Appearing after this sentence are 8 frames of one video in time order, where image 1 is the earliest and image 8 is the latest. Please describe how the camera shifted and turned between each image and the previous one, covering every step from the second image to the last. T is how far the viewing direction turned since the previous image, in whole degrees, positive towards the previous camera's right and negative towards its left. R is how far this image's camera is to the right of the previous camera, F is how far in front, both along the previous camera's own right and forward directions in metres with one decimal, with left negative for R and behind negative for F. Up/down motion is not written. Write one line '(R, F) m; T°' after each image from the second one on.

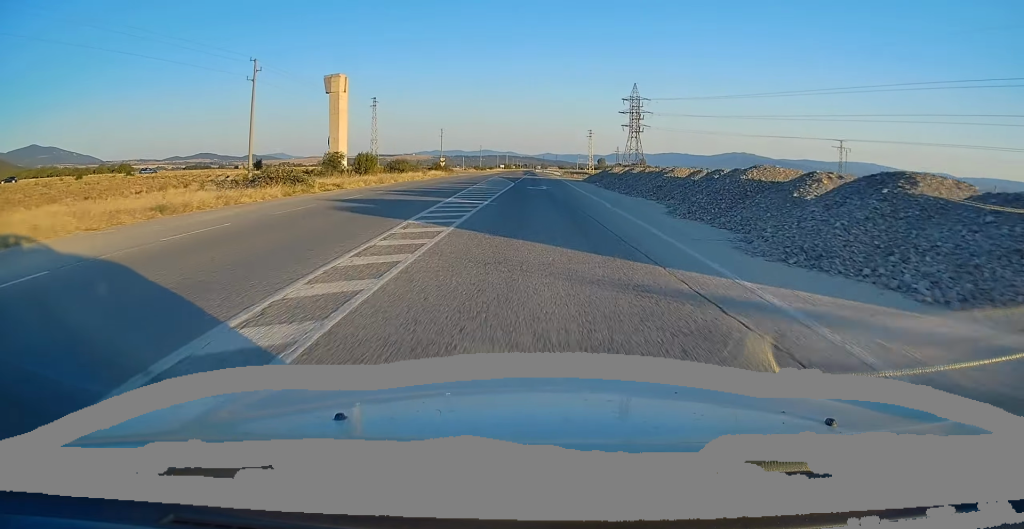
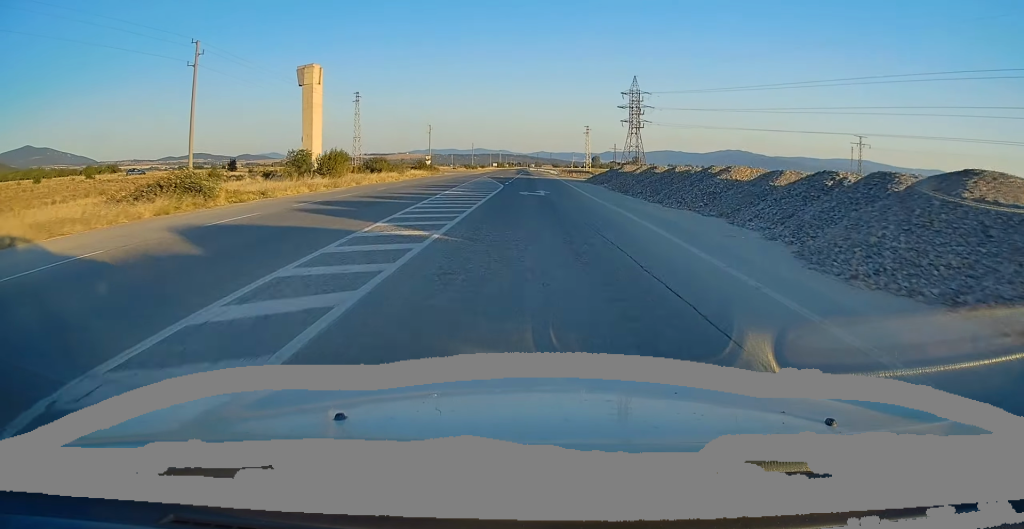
(+0.2, +10.7) m; +1°
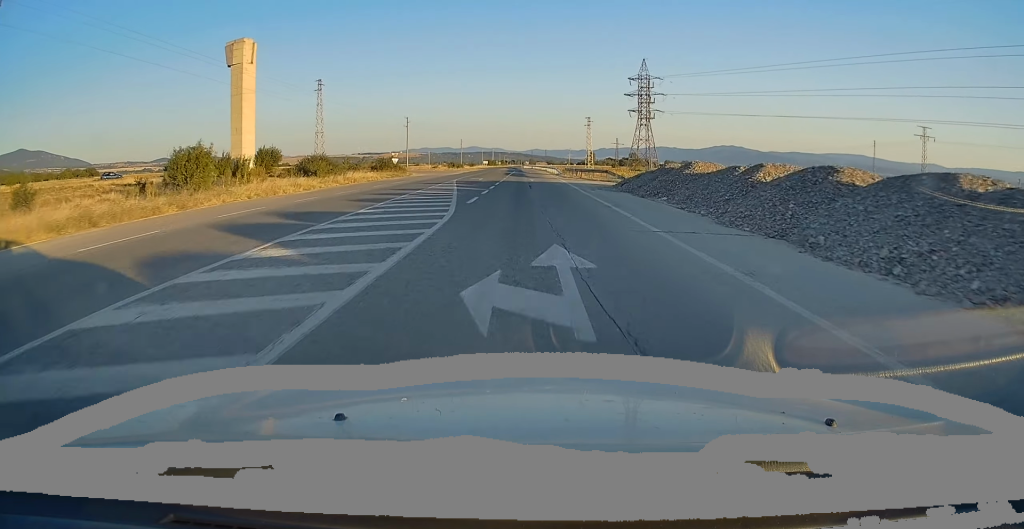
(+0.4, +21.9) m; +1°
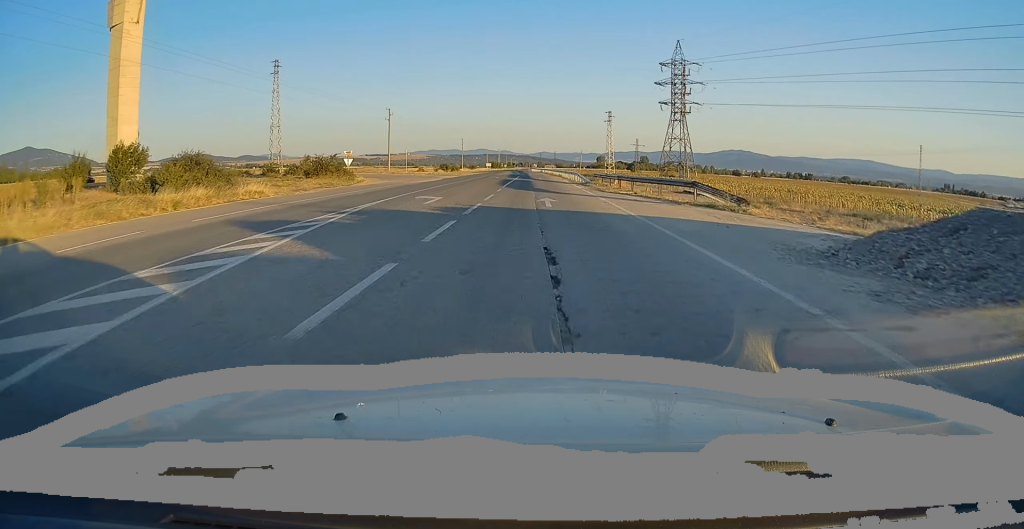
(+0.2, +25.9) m; 0°
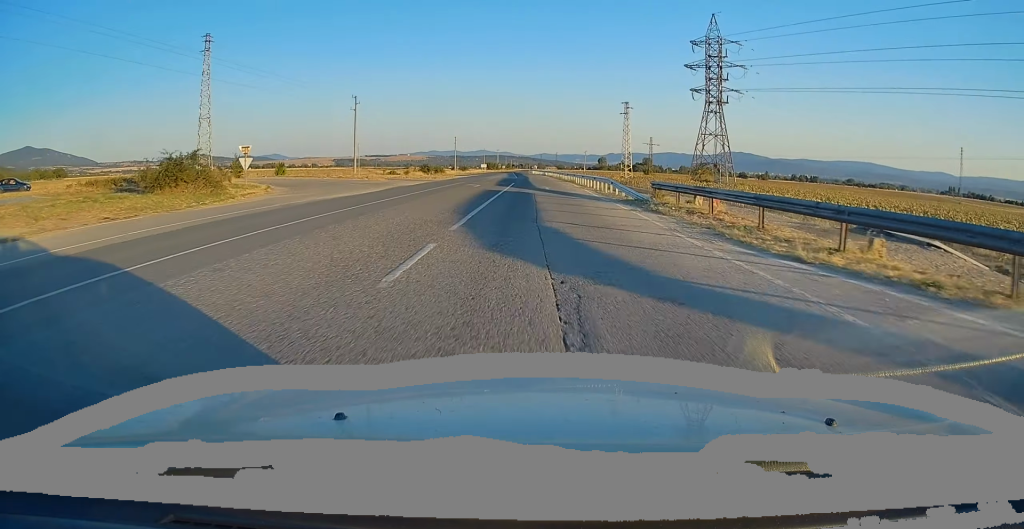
(-0.2, +23.1) m; -1°
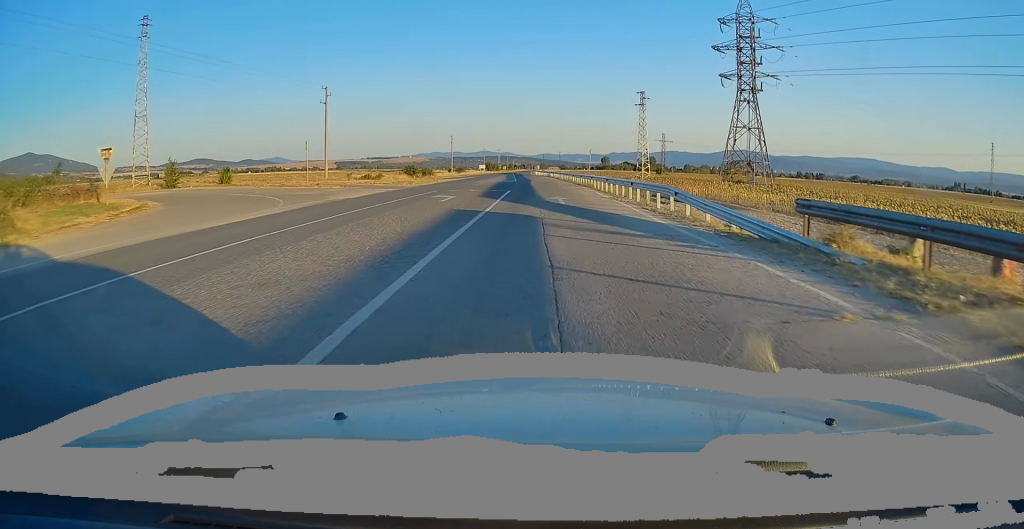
(-0.1, +14.4) m; 0°
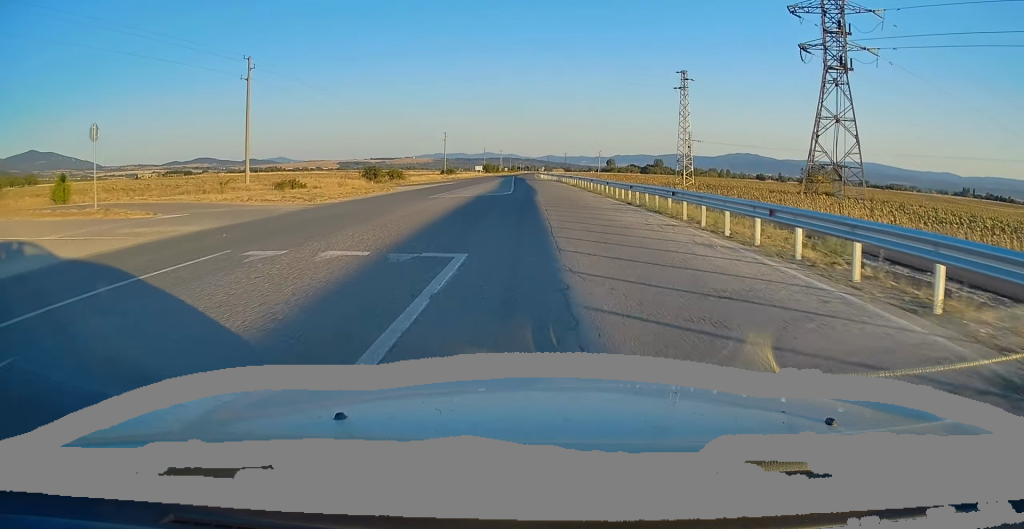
(+0.2, +23.6) m; 0°
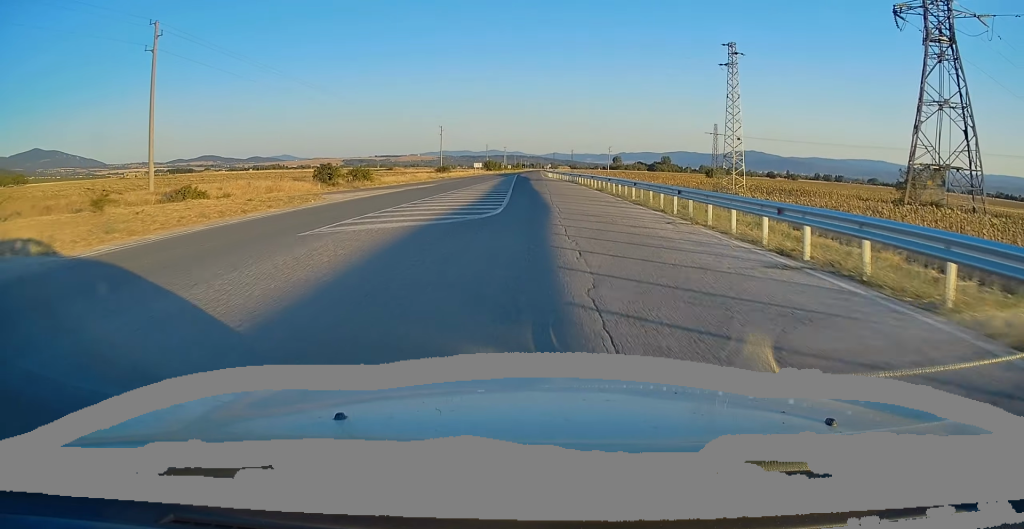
(-0.1, +15.6) m; -1°
